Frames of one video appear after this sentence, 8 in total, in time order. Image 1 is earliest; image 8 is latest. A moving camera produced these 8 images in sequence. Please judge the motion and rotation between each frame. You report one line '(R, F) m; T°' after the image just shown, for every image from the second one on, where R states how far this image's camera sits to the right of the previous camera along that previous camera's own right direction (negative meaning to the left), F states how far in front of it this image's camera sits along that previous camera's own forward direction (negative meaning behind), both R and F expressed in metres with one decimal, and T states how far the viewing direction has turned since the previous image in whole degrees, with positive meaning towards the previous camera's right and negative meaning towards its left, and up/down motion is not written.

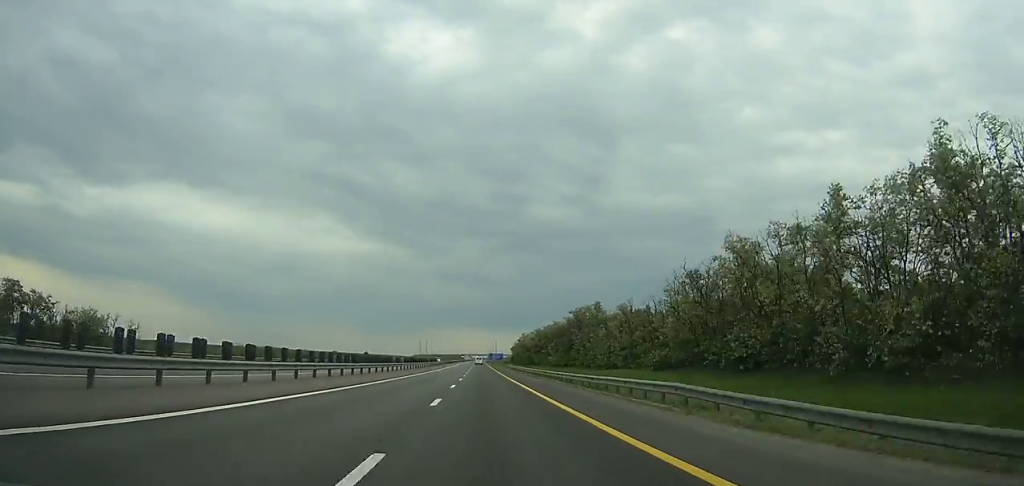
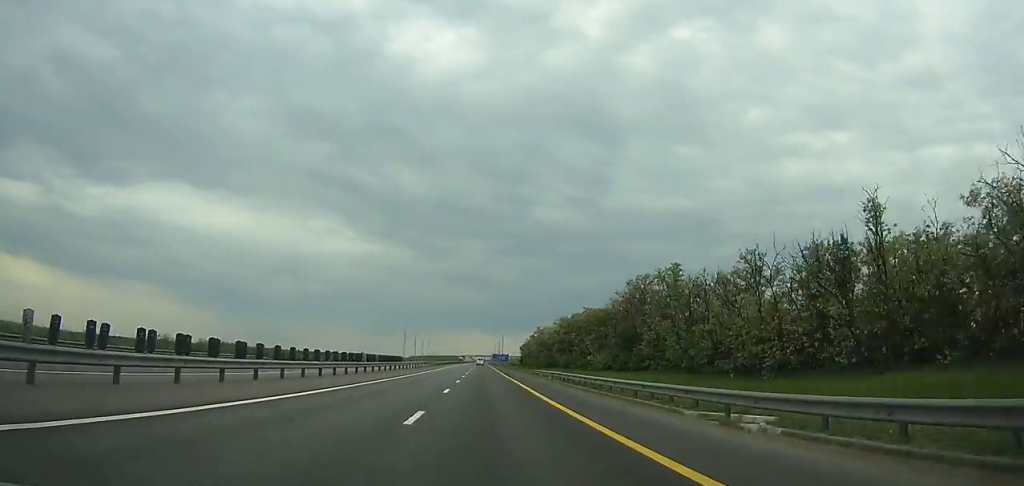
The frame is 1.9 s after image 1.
(0.0, +52.7) m; 0°
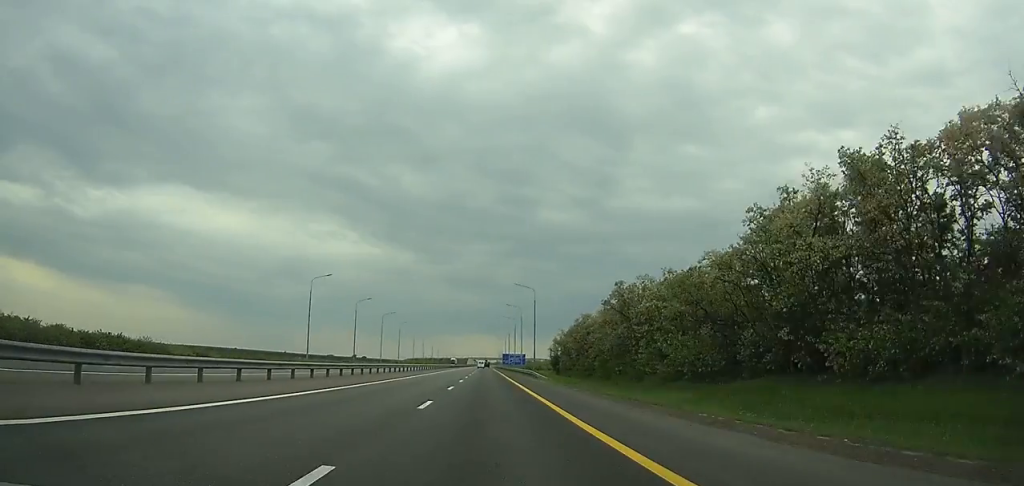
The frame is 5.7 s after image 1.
(-0.5, +103.2) m; 0°
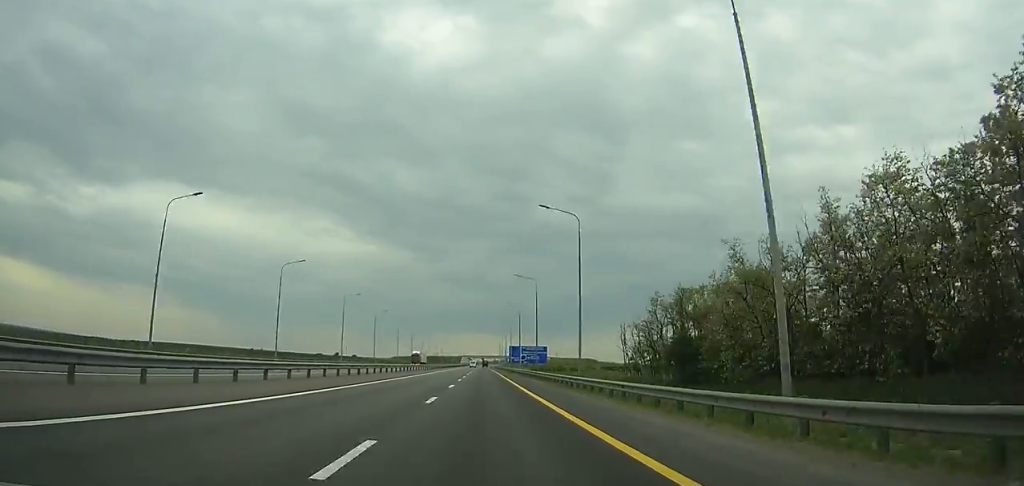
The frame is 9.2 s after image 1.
(-0.2, +92.7) m; 0°
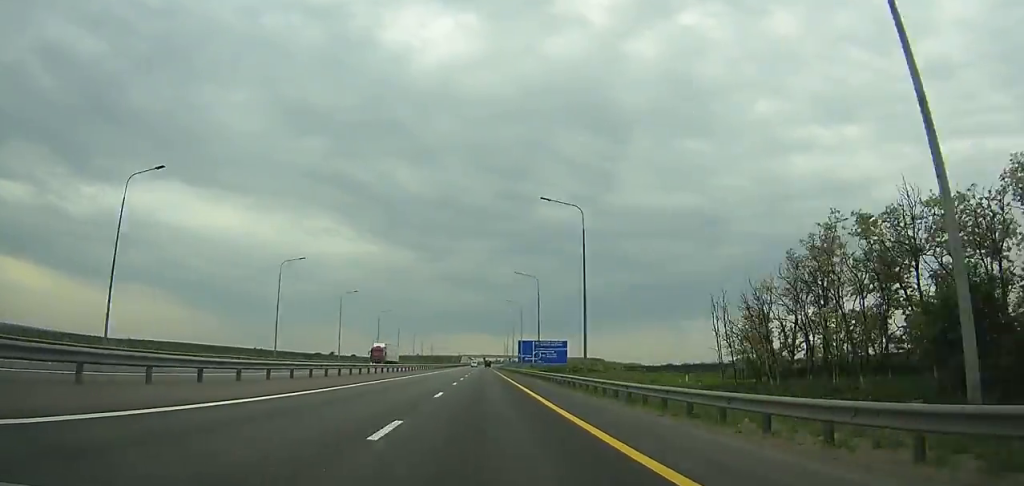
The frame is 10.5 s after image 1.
(0.0, +34.0) m; 0°
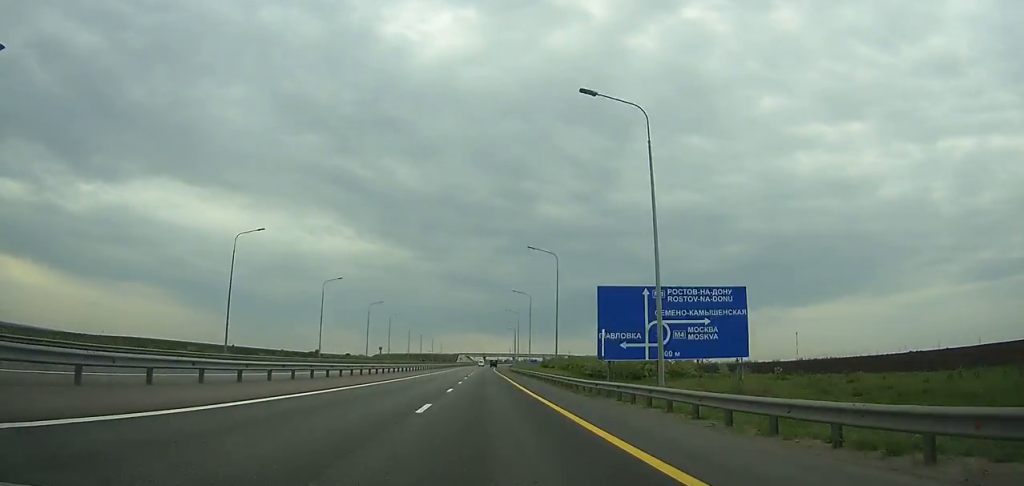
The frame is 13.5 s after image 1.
(-0.1, +77.5) m; 0°
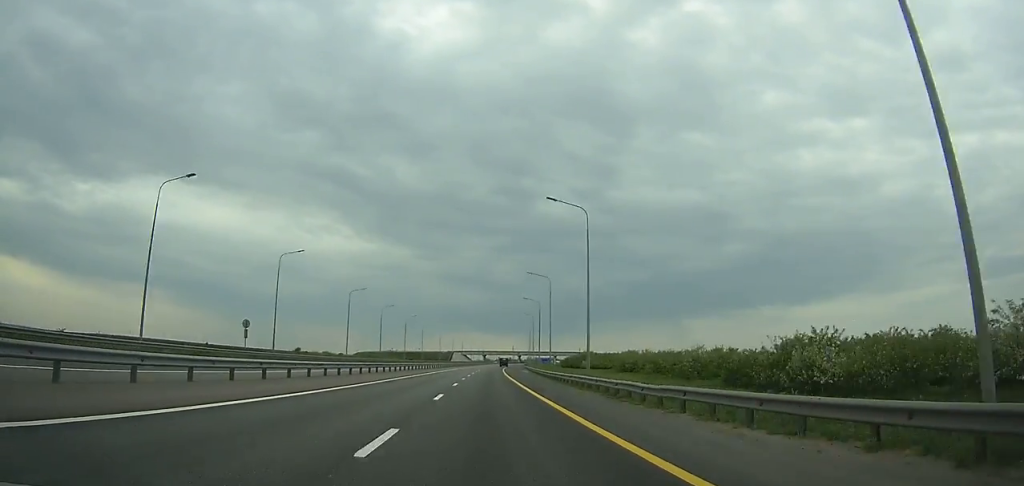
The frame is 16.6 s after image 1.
(+0.2, +79.4) m; 0°
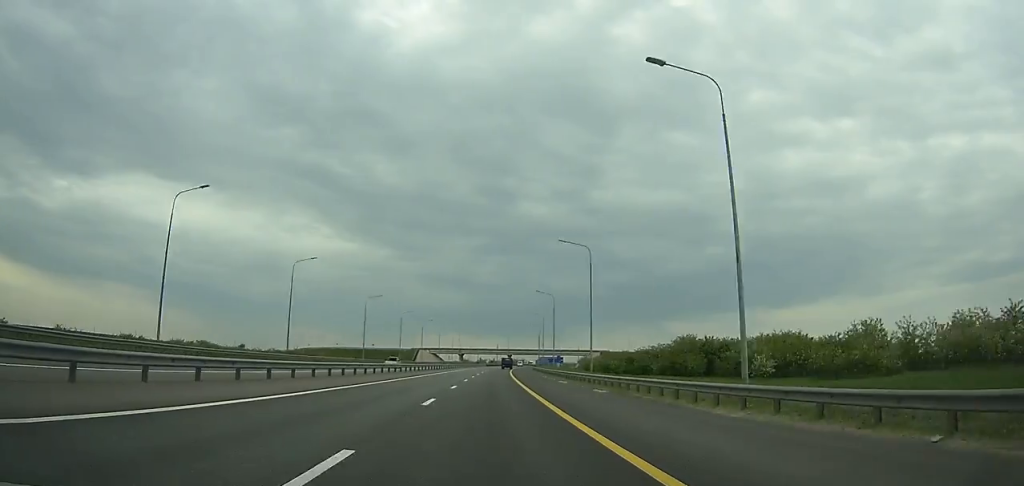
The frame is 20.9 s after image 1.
(+1.2, +109.3) m; +2°
